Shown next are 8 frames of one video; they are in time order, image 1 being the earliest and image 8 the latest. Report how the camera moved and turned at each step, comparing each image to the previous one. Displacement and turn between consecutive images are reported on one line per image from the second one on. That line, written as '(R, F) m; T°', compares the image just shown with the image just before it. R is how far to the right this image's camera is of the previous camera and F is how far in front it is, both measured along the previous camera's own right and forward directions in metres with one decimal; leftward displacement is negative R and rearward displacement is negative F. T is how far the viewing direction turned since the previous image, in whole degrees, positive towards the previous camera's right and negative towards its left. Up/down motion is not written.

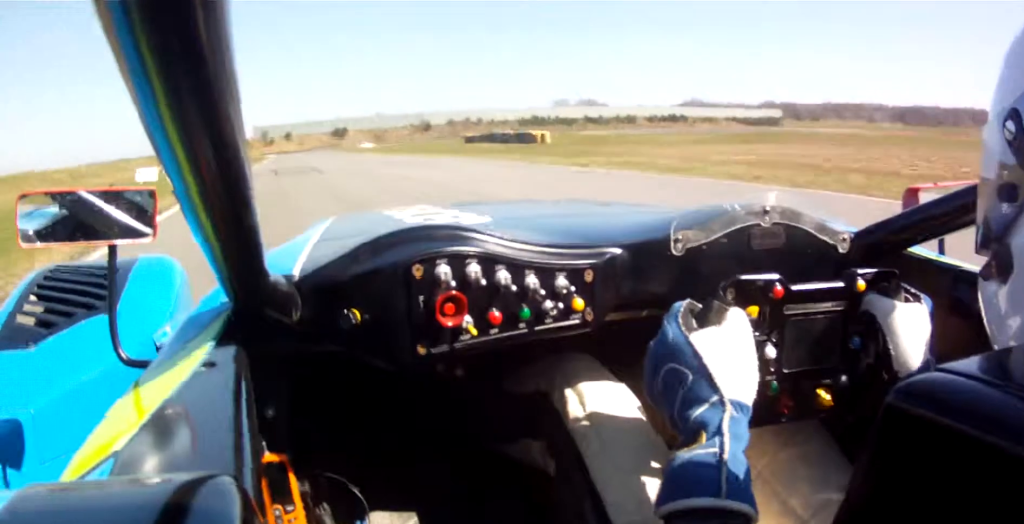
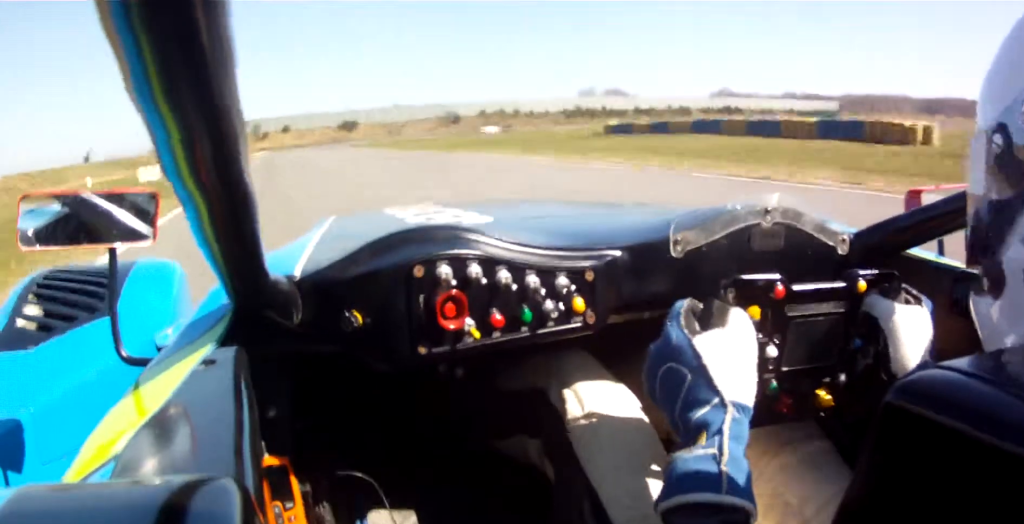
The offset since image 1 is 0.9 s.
(+0.1, +45.2) m; +1°
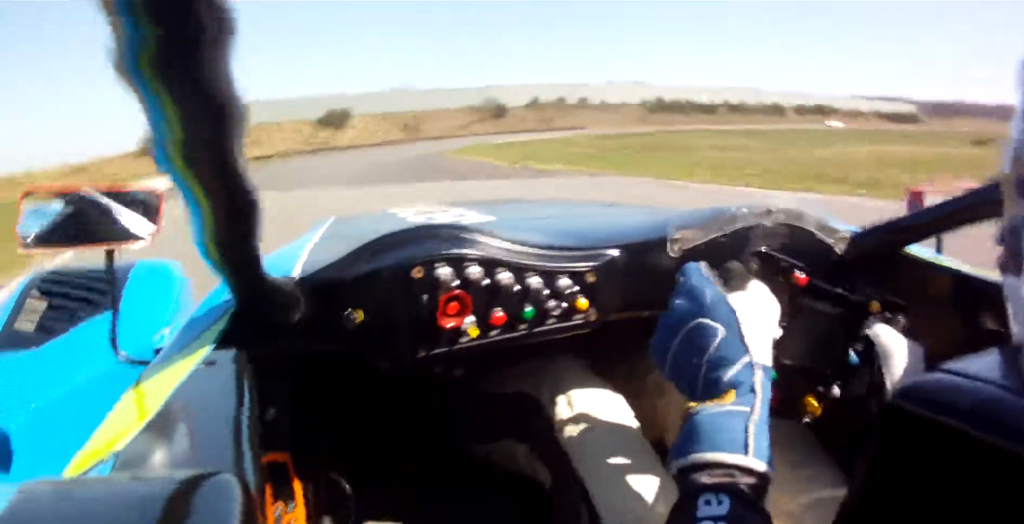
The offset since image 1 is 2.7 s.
(+2.2, +78.0) m; +6°
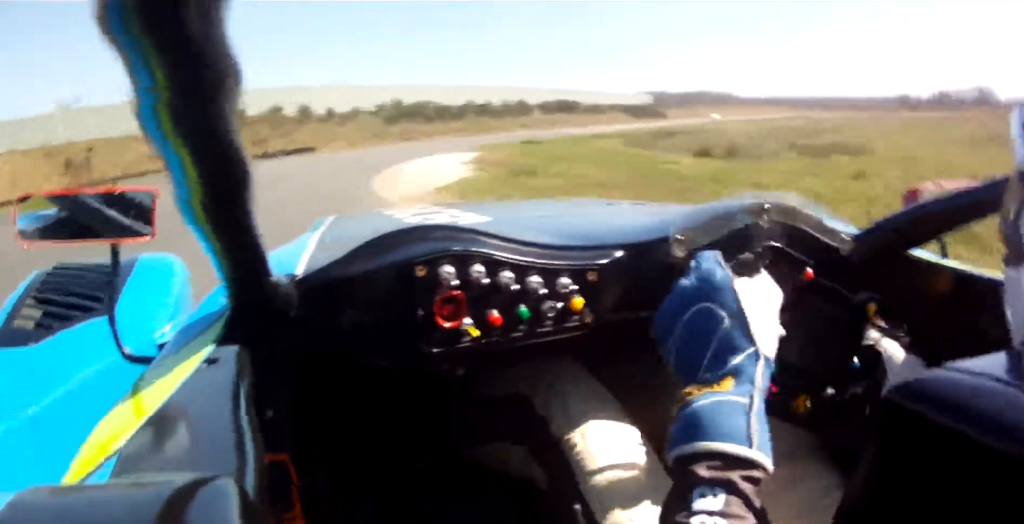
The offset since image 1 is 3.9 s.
(+4.7, +49.5) m; +13°
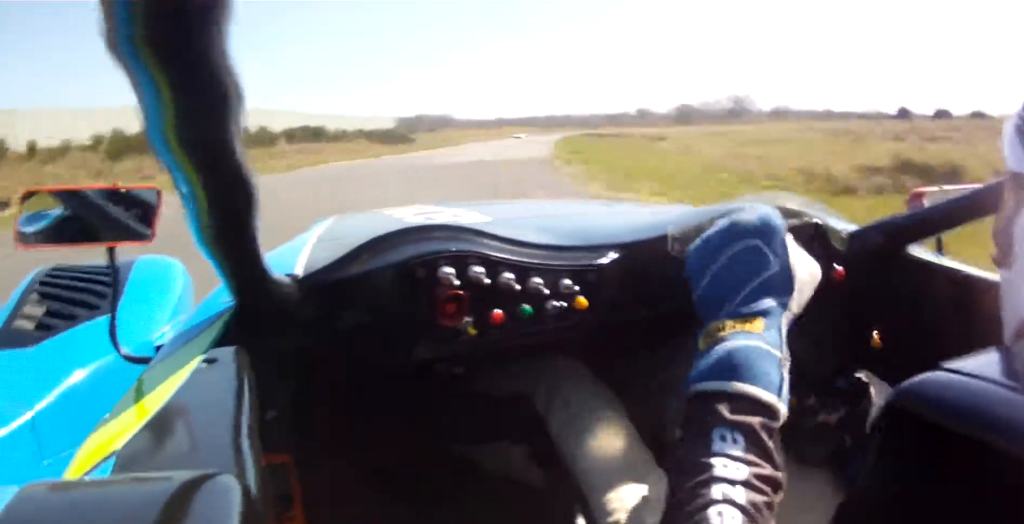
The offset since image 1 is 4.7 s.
(+3.2, +33.4) m; +17°
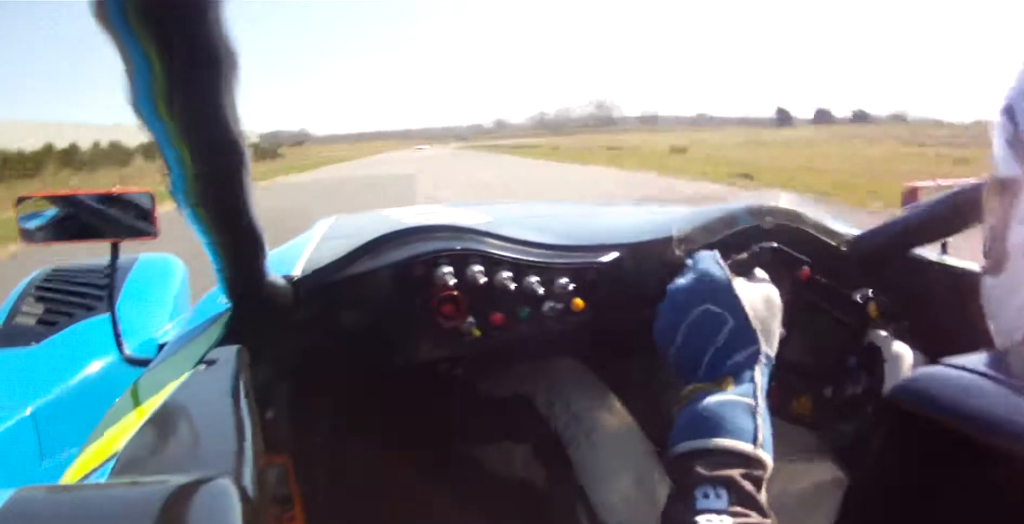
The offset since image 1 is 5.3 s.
(+0.7, +20.2) m; +15°
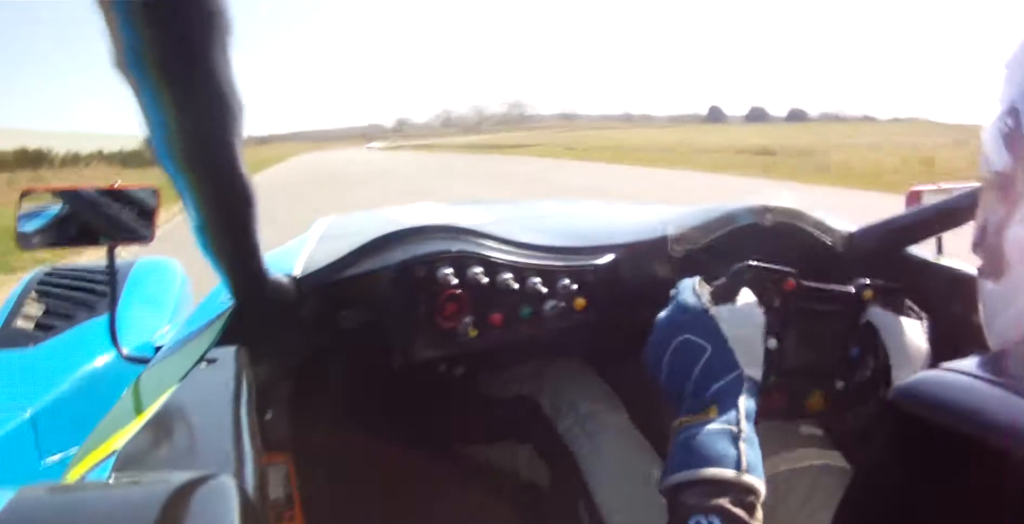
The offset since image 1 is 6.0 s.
(+6.6, +28.3) m; +14°
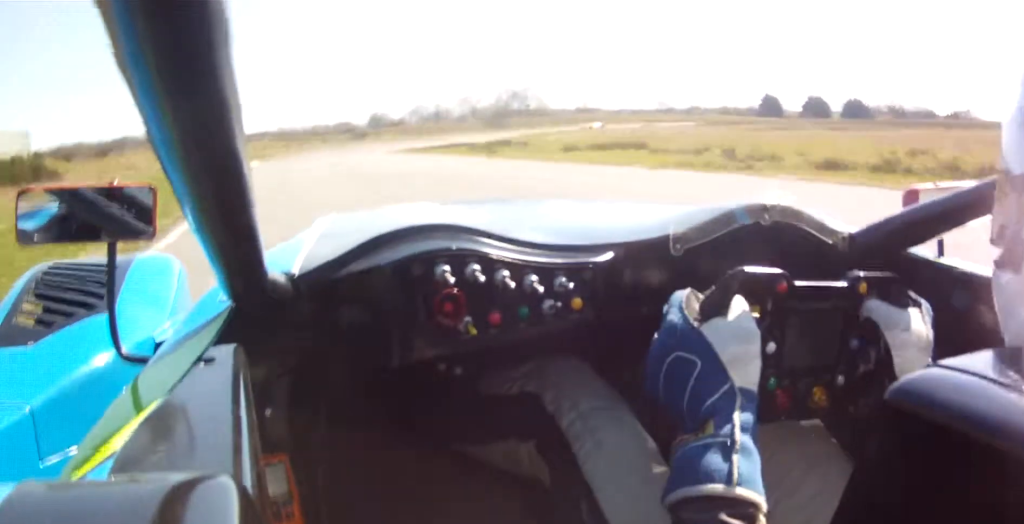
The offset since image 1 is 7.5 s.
(+9.8, +70.3) m; +13°
